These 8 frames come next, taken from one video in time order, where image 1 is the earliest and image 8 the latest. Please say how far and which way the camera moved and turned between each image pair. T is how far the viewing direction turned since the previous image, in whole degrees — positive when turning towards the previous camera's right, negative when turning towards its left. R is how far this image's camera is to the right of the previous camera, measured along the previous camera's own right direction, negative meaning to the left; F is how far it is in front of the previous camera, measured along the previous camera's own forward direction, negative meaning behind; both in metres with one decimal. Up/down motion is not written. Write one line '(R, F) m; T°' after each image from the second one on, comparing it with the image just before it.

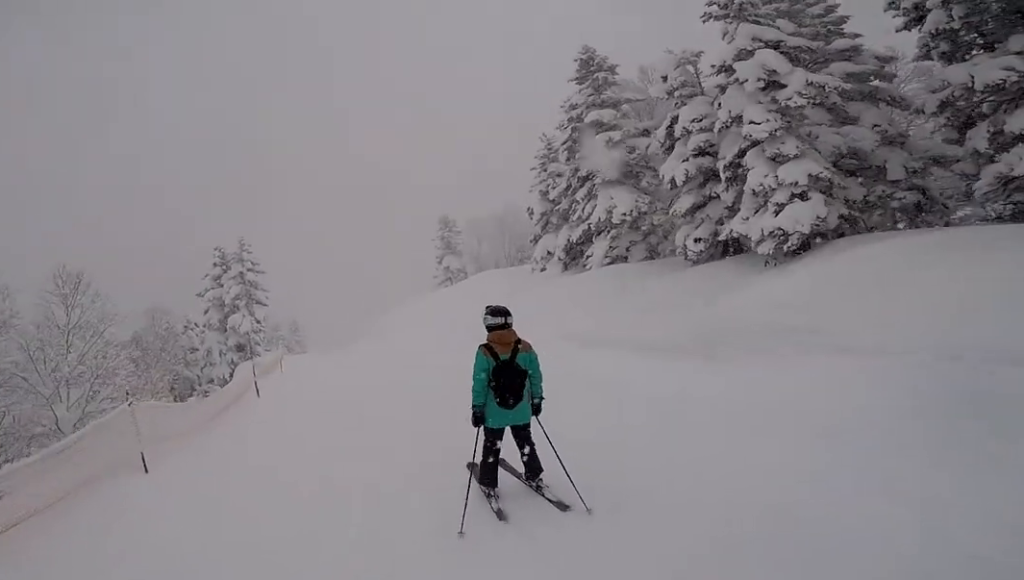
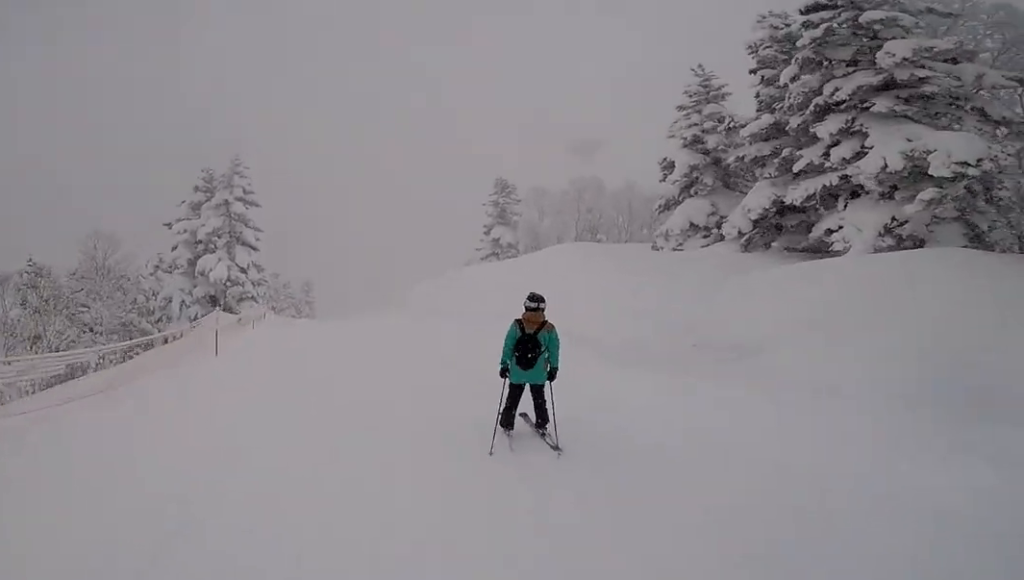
(0.0, +9.5) m; -6°
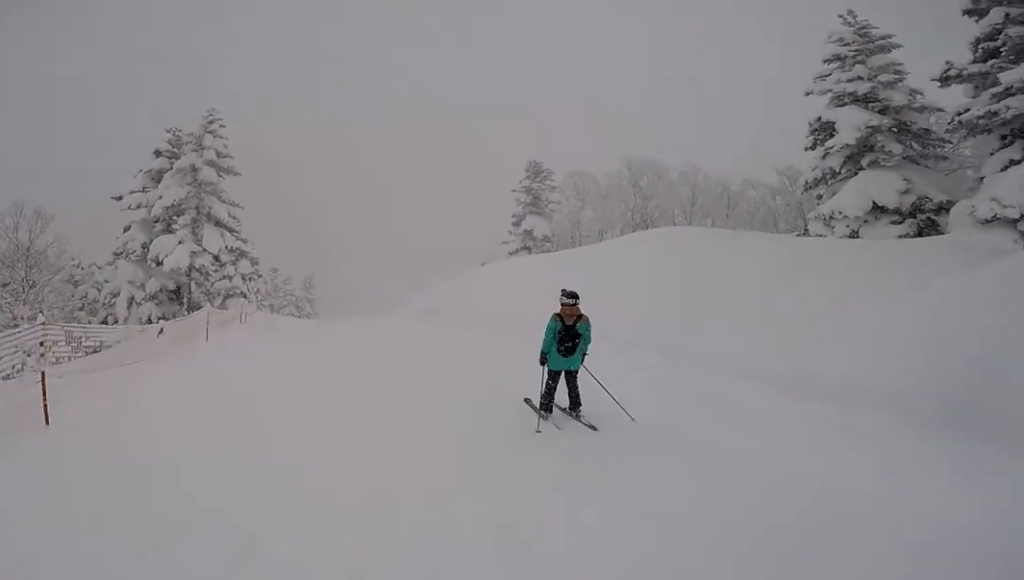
(-1.1, +5.9) m; -12°
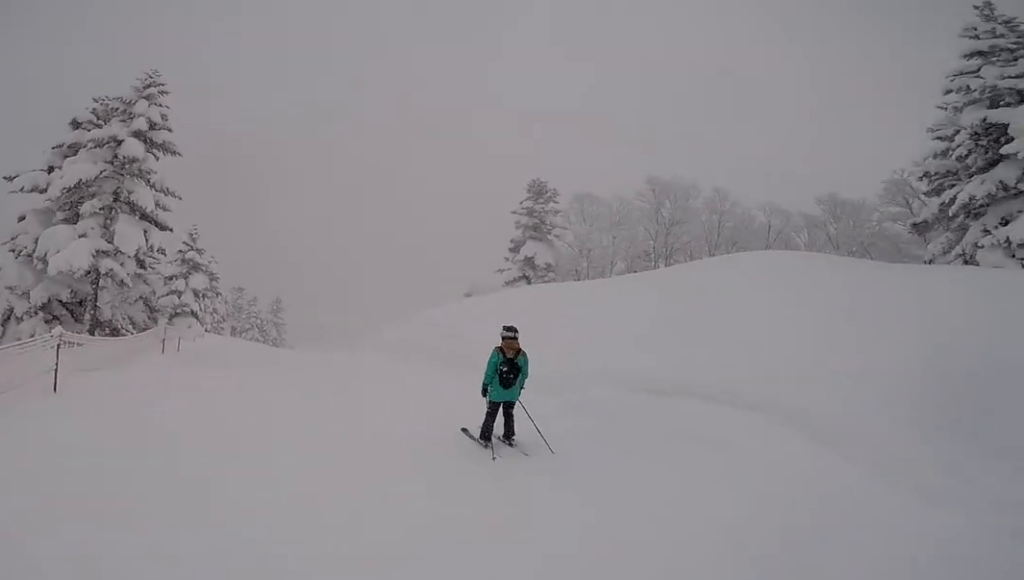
(+0.6, +4.6) m; +12°
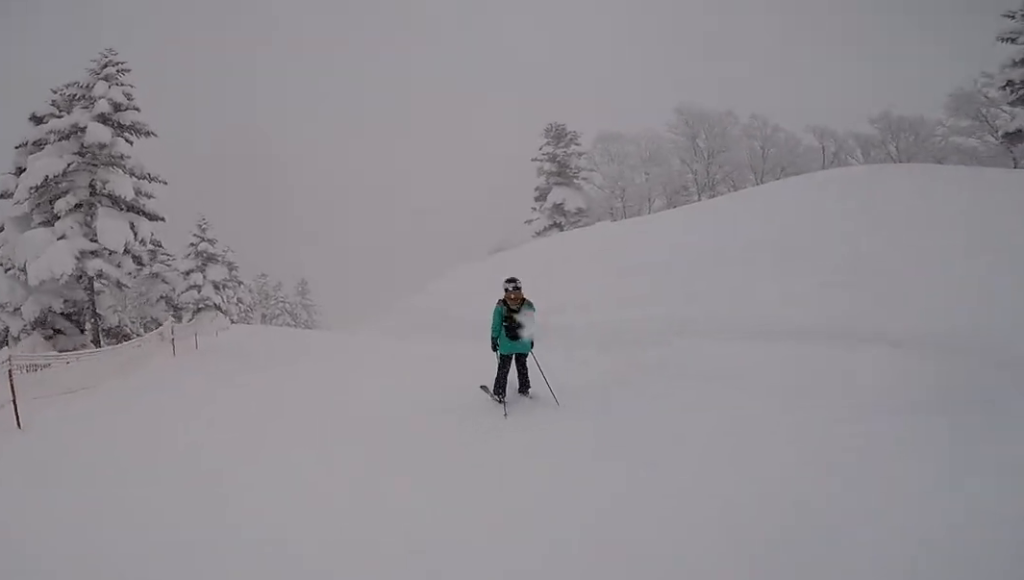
(0.0, +1.6) m; -8°
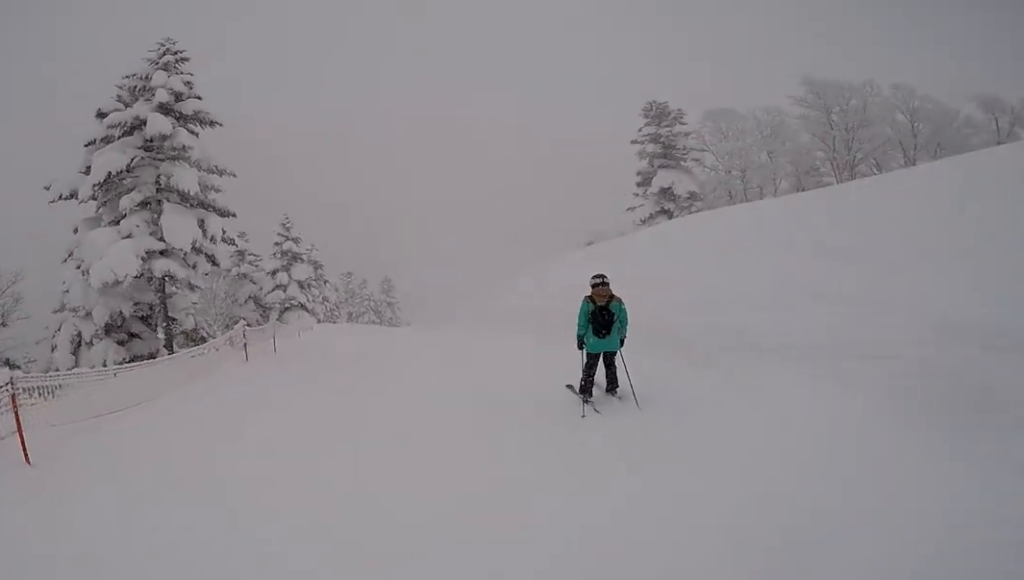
(+0.2, +1.7) m; -8°
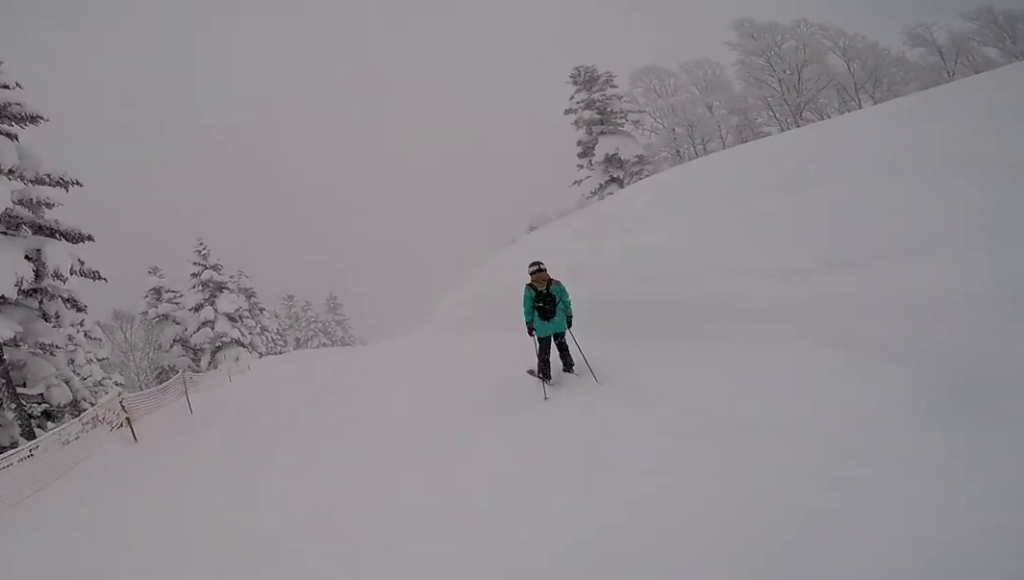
(-0.8, +3.3) m; +1°
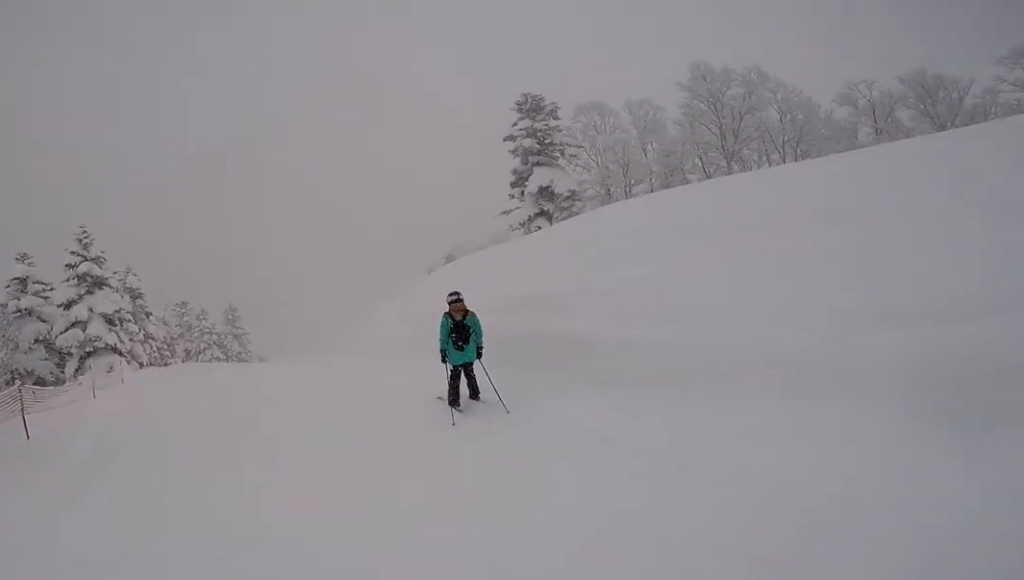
(+0.6, +1.9) m; +16°
